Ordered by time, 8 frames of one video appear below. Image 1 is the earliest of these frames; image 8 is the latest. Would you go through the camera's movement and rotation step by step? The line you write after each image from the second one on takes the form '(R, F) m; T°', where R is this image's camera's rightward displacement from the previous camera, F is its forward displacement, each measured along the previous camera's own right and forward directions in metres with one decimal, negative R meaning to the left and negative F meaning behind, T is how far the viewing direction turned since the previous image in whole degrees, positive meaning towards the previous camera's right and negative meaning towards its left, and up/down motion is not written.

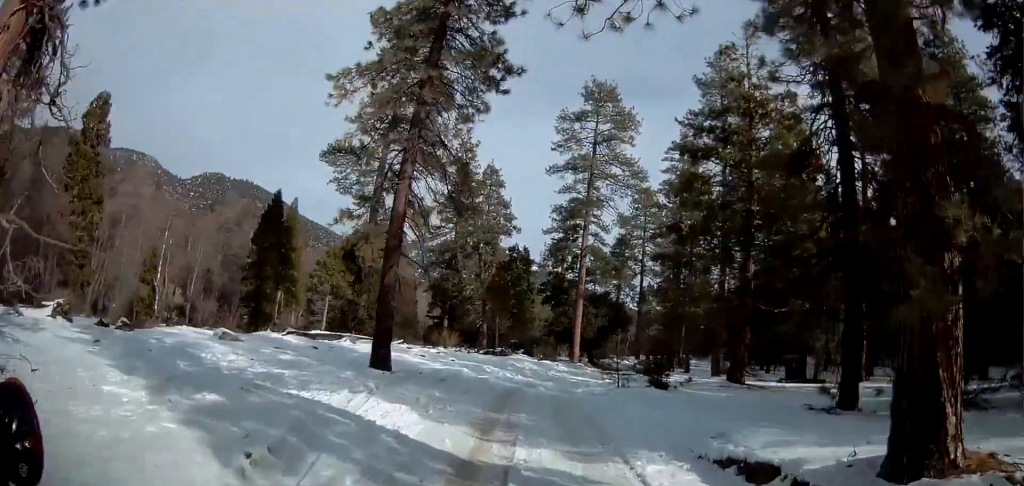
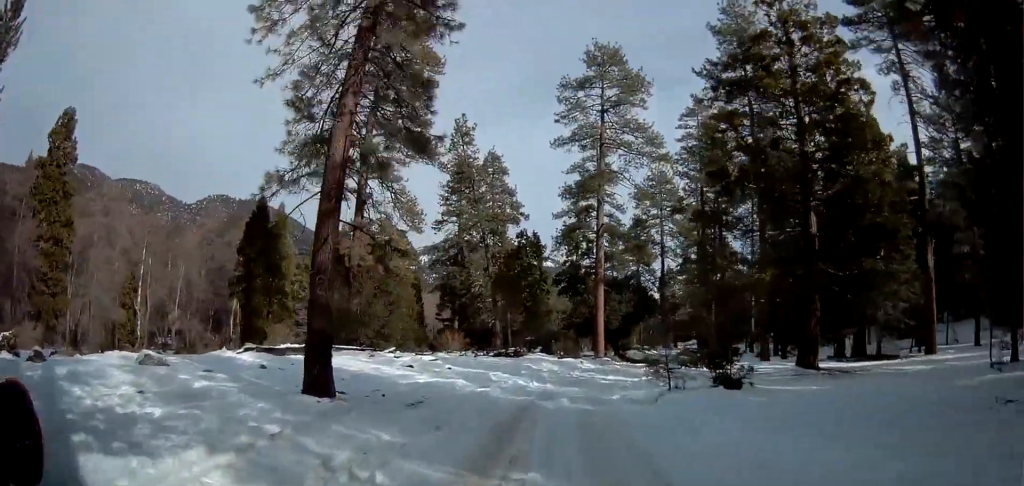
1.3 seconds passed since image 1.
(+0.1, +7.8) m; +1°
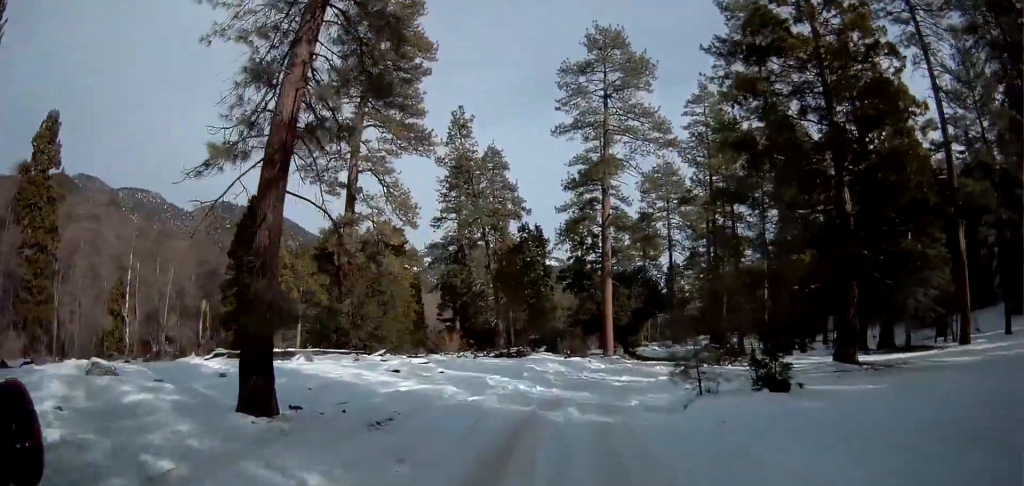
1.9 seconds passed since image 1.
(0.0, +3.6) m; 0°
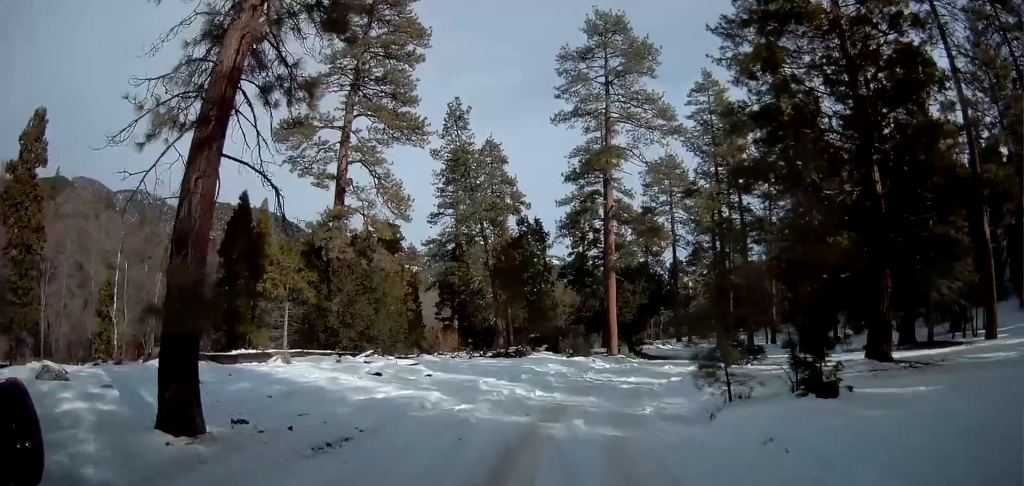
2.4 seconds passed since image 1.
(-0.1, +2.8) m; -1°
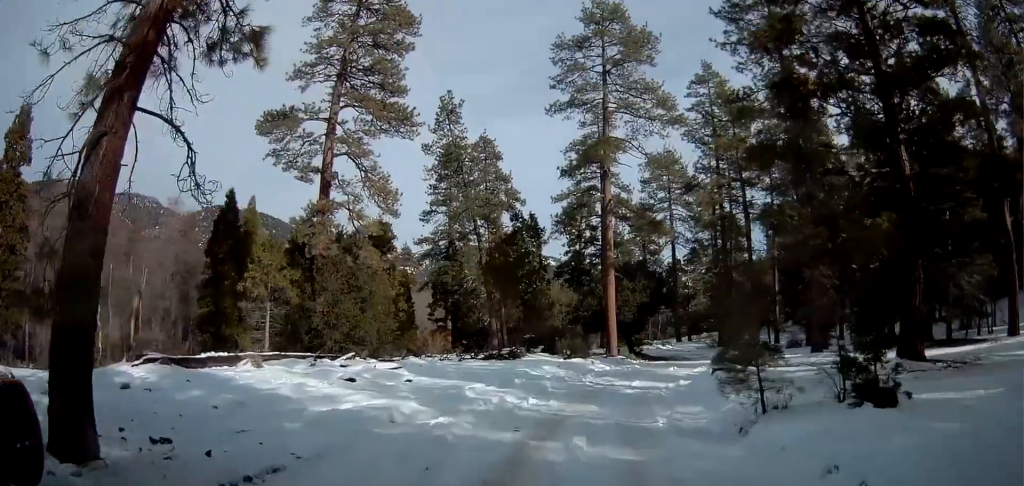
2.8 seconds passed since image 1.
(0.0, +2.5) m; -1°
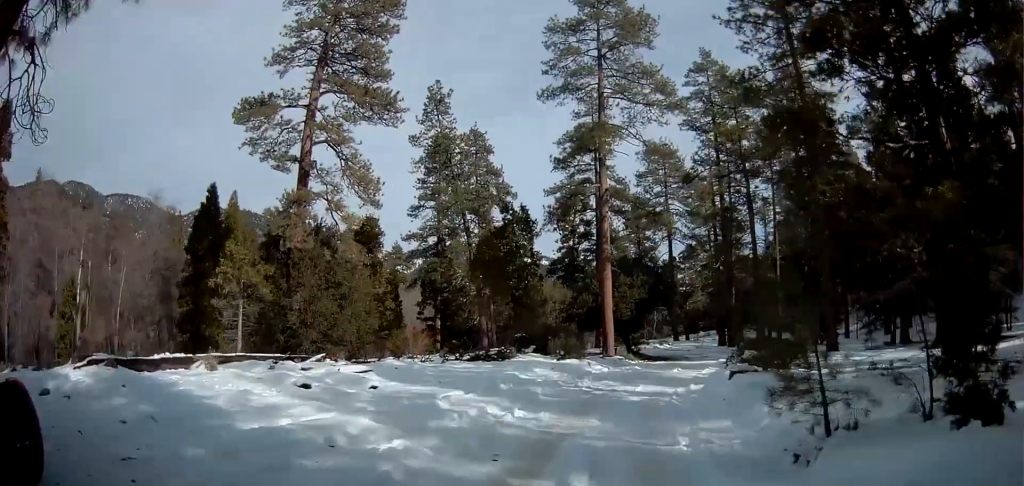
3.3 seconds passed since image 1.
(0.0, +3.1) m; 0°
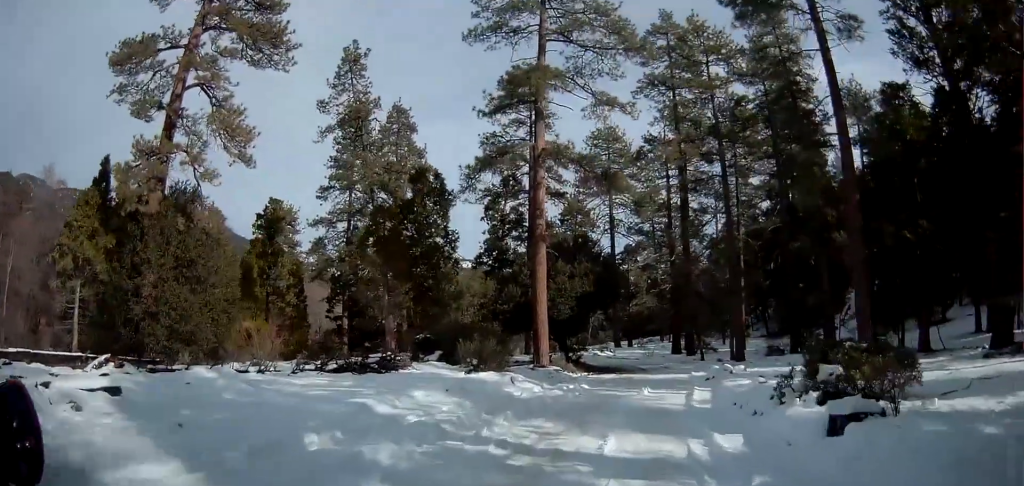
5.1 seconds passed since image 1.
(+0.4, +10.6) m; +7°
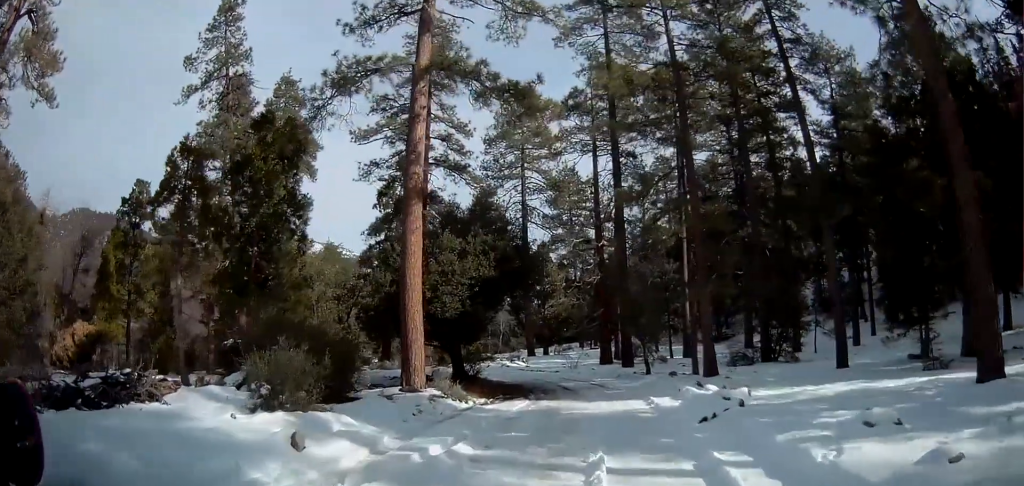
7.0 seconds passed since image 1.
(+1.1, +11.9) m; +8°
